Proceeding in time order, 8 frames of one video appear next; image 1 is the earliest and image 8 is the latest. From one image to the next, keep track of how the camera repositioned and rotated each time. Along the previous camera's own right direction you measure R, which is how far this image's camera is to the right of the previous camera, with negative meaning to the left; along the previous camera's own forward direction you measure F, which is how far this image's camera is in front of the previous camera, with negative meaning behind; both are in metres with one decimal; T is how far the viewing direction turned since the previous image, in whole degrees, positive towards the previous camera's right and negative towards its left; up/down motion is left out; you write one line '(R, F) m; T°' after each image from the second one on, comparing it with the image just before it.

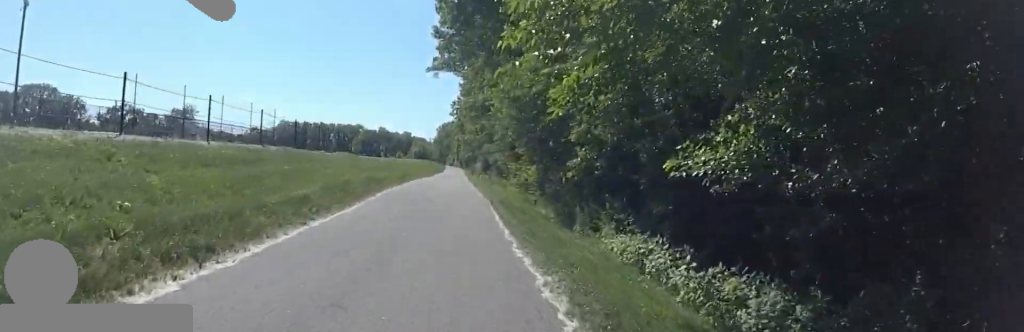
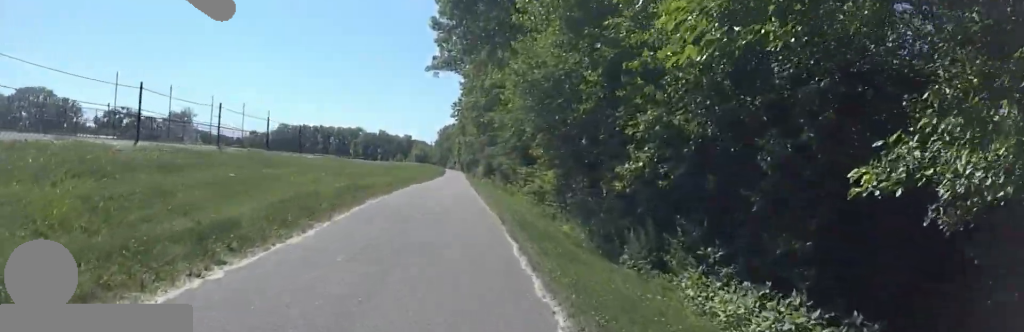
(+0.8, +3.6) m; +6°
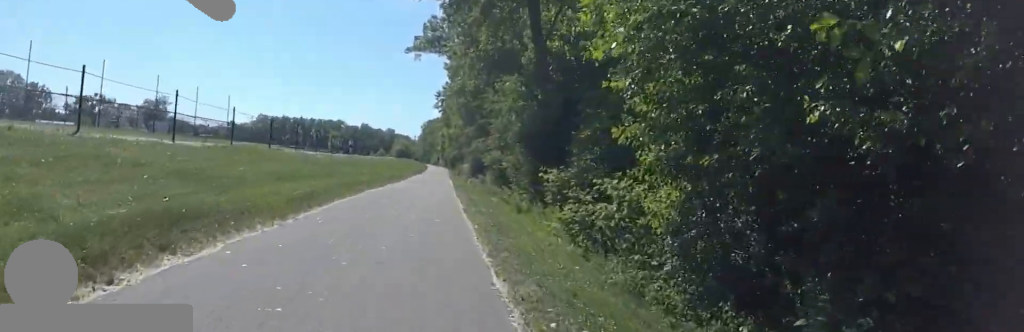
(0.0, +10.4) m; -1°
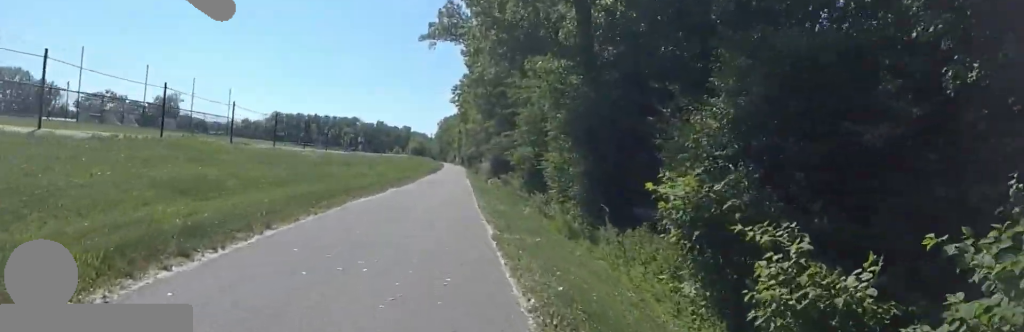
(0.0, +6.3) m; -1°
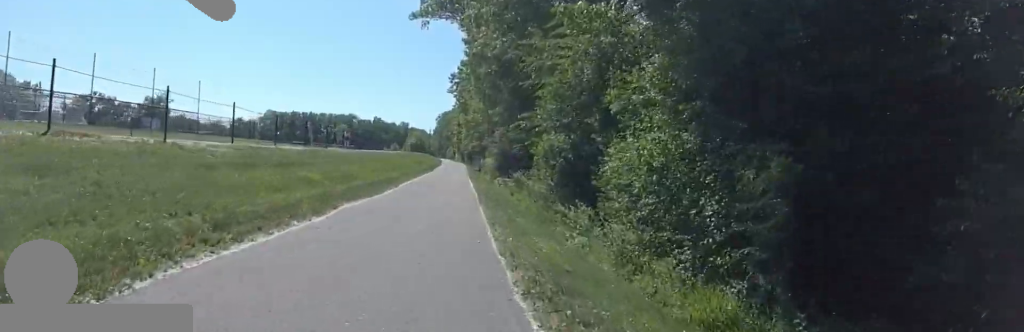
(-0.6, +8.6) m; -7°
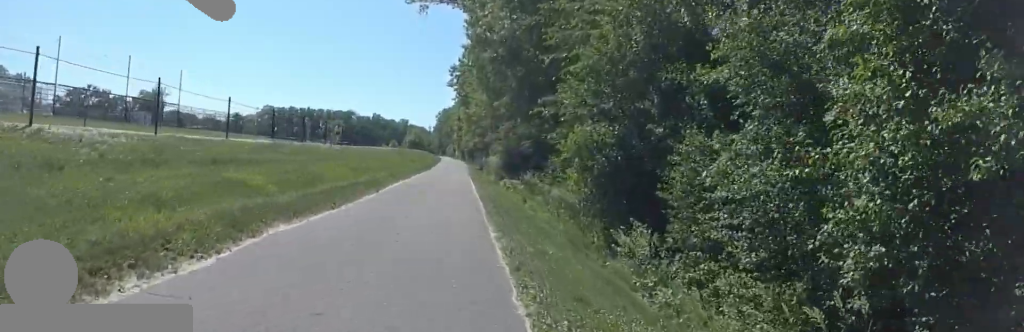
(-0.4, +4.8) m; +1°
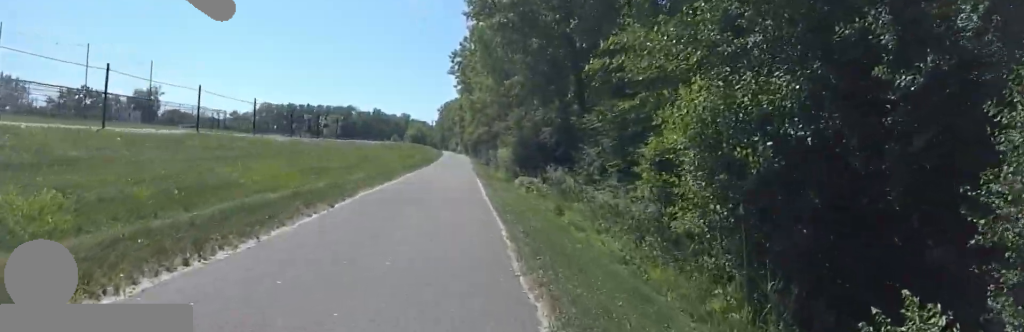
(+0.7, +7.0) m; +5°
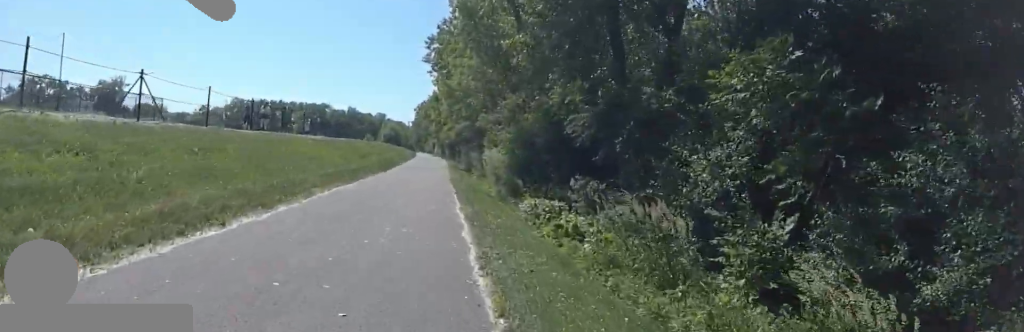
(+0.4, +11.1) m; +4°
